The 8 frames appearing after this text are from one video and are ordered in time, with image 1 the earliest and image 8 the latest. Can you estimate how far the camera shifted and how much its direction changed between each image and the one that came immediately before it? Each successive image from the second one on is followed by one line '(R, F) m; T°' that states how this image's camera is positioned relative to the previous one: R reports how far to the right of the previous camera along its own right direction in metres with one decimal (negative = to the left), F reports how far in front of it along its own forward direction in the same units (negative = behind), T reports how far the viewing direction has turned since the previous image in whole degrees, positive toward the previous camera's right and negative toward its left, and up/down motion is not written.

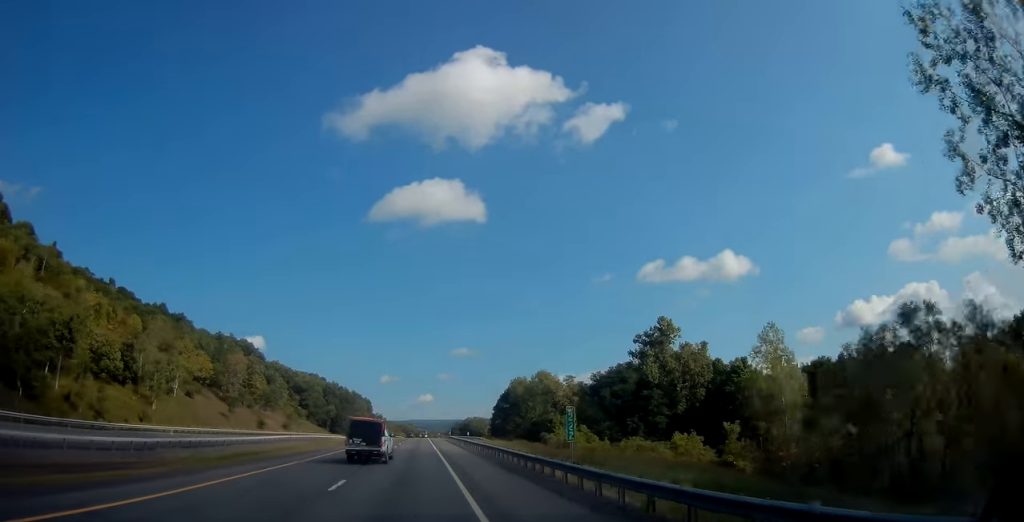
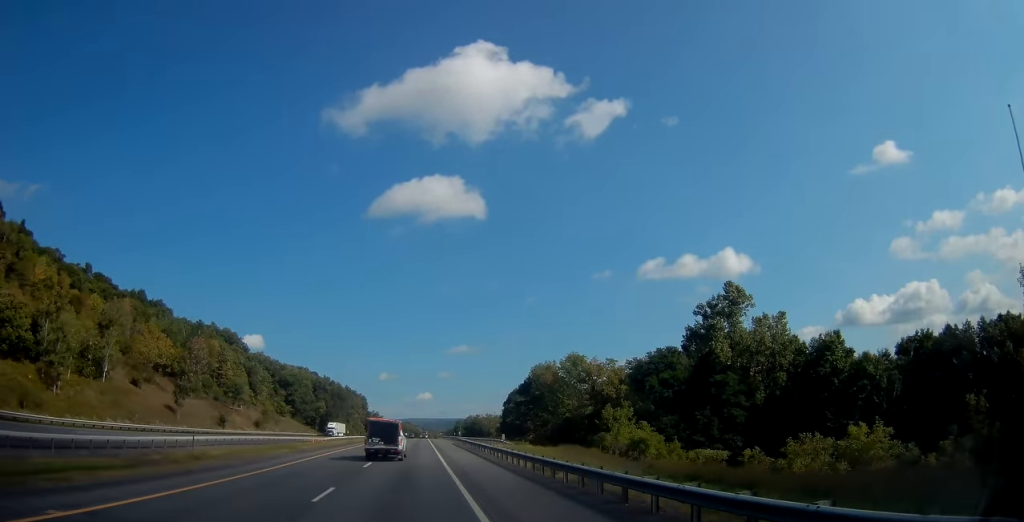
(-0.1, +26.8) m; -1°
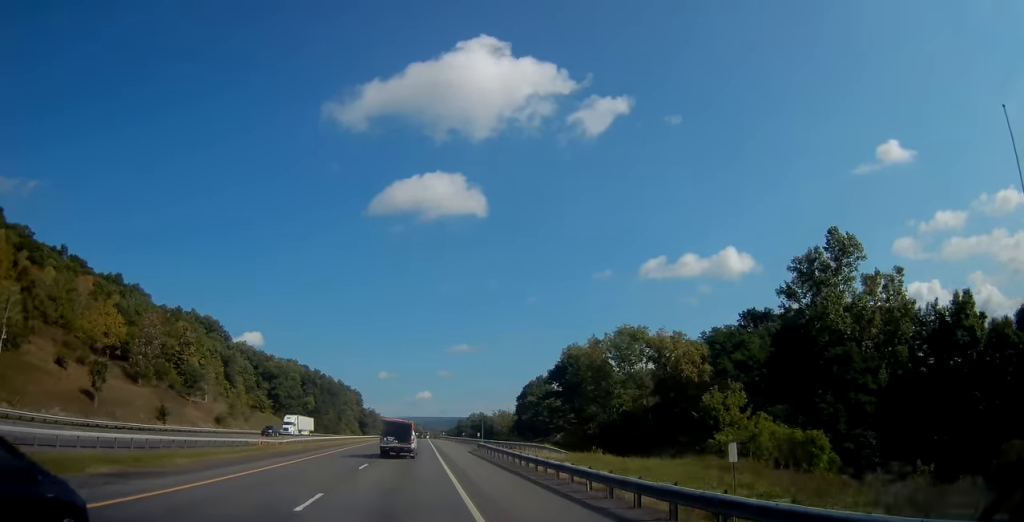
(-0.2, +25.9) m; 0°
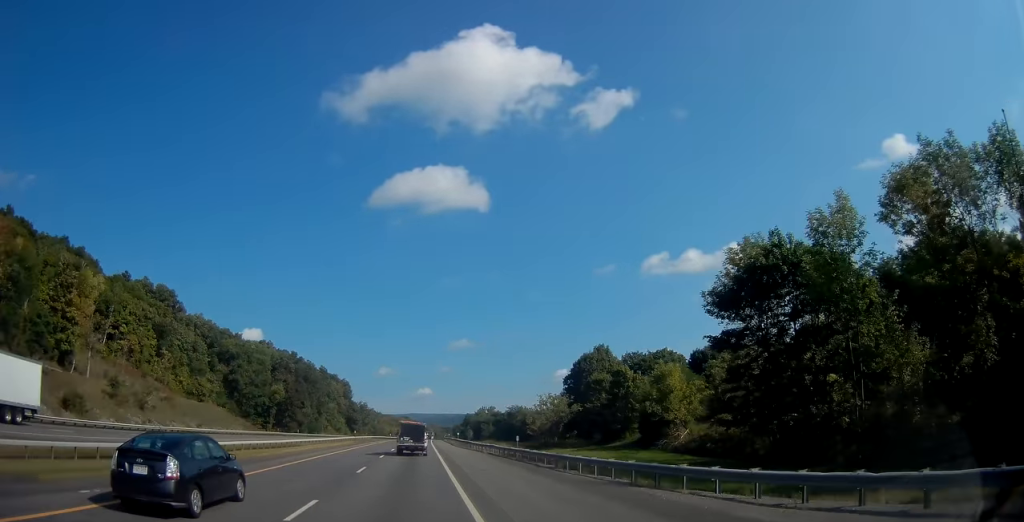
(+0.6, +50.0) m; +1°
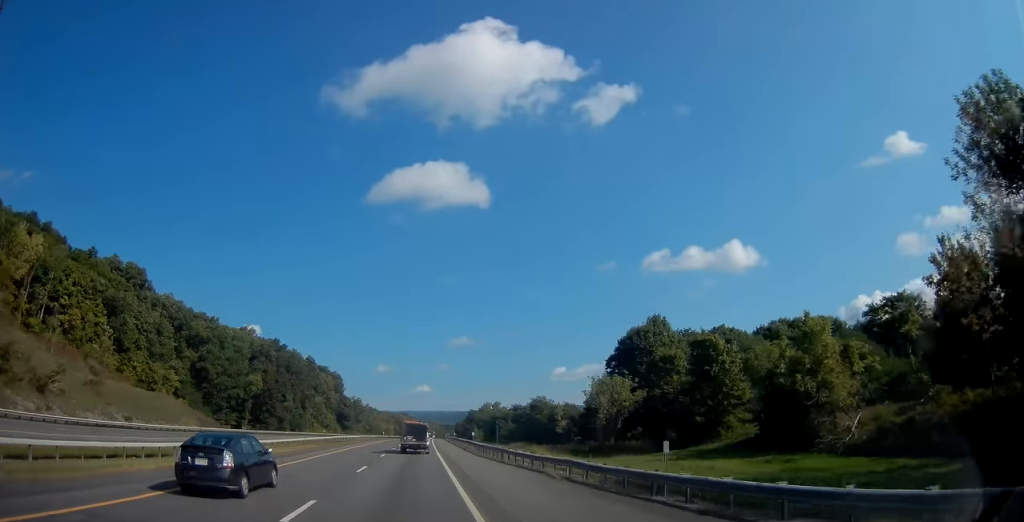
(-0.1, +24.1) m; 0°
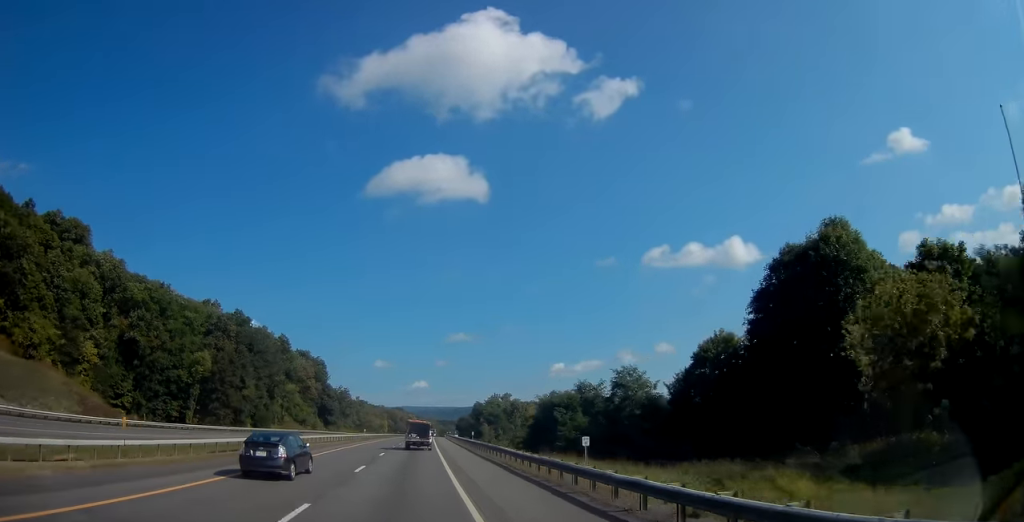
(+0.1, +37.0) m; 0°
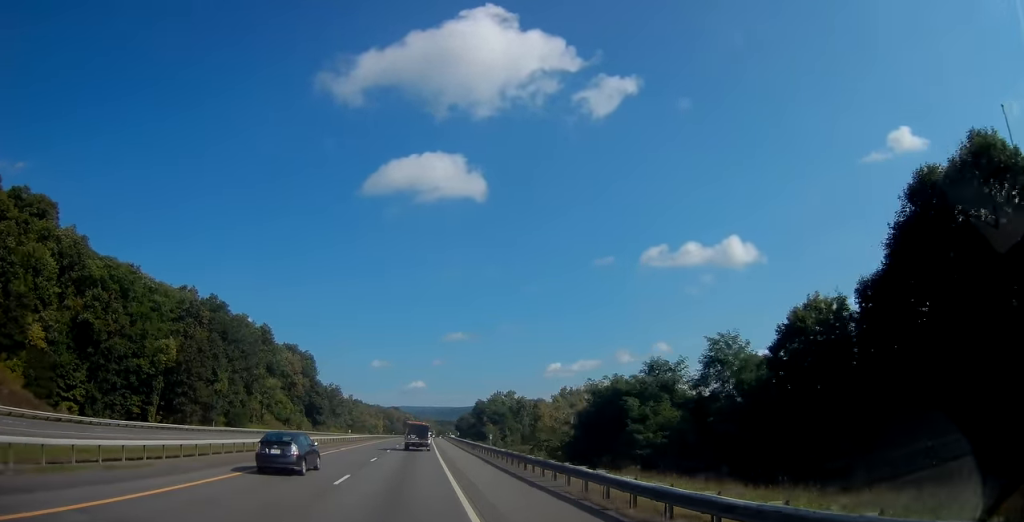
(+0.1, +16.8) m; 0°
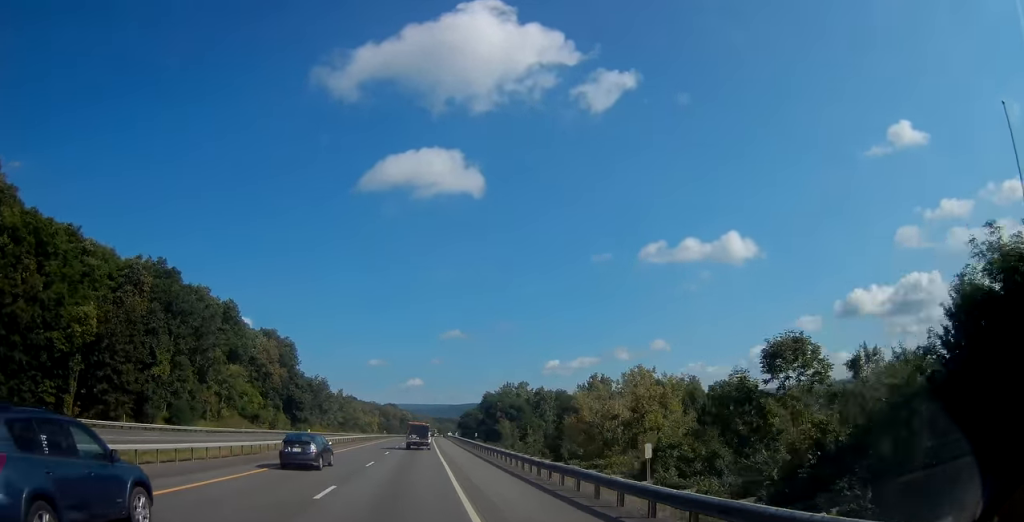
(-0.1, +27.9) m; +1°
